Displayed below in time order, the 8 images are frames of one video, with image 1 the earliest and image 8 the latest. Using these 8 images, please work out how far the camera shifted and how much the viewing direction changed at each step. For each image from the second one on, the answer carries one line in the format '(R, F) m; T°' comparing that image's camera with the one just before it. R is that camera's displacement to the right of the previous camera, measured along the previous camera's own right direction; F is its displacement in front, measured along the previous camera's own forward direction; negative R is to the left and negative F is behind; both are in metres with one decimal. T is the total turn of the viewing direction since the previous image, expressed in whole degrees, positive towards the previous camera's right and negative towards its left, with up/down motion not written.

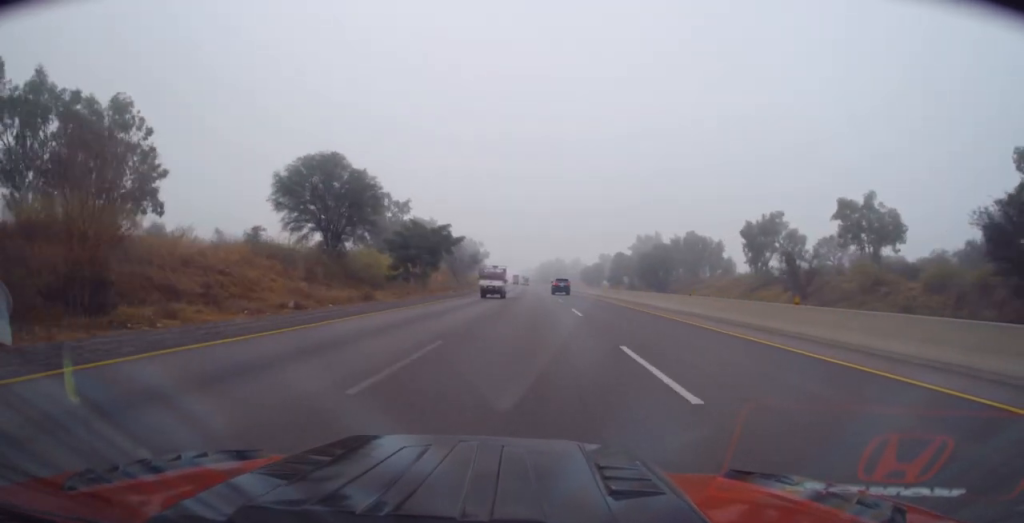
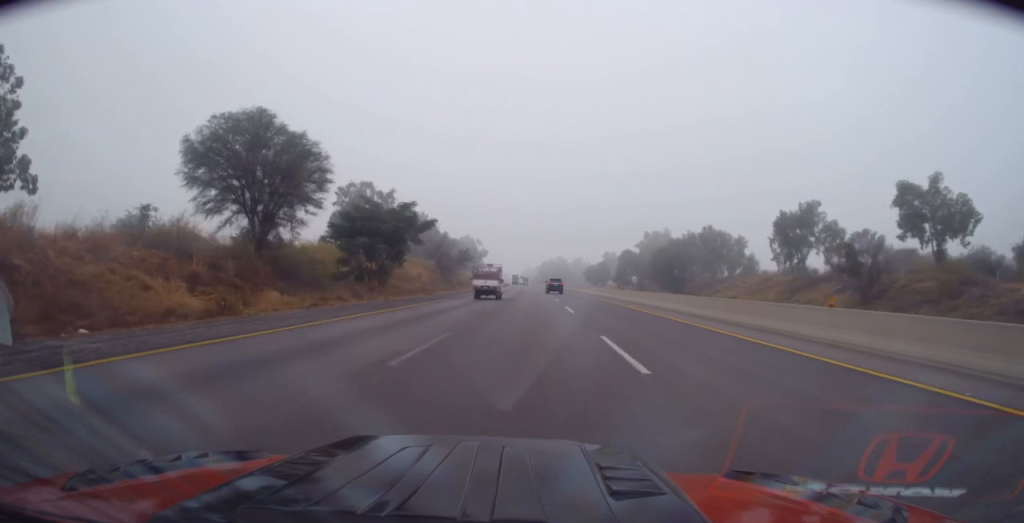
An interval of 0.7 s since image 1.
(-0.1, +15.6) m; 0°
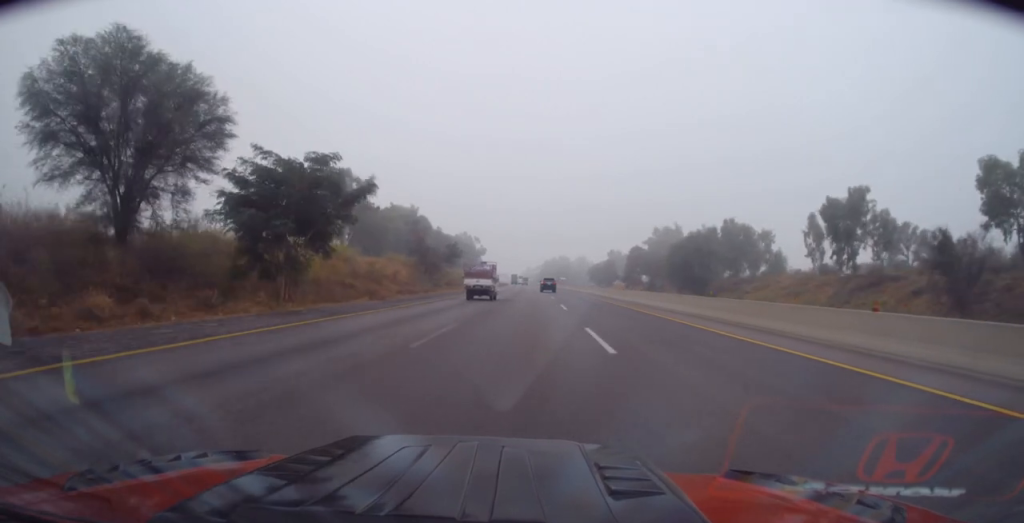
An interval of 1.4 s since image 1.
(+0.5, +15.6) m; +1°
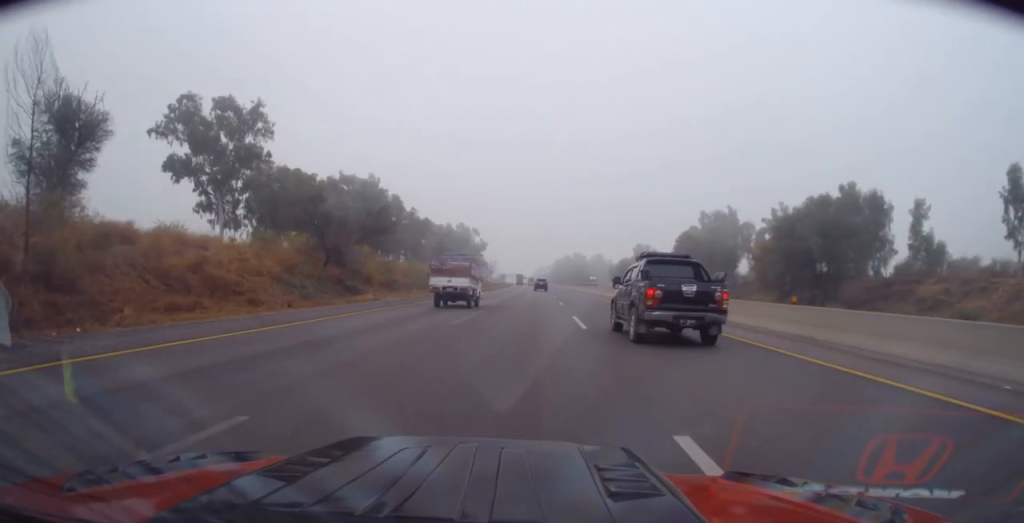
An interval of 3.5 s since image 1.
(-1.0, +47.9) m; -2°
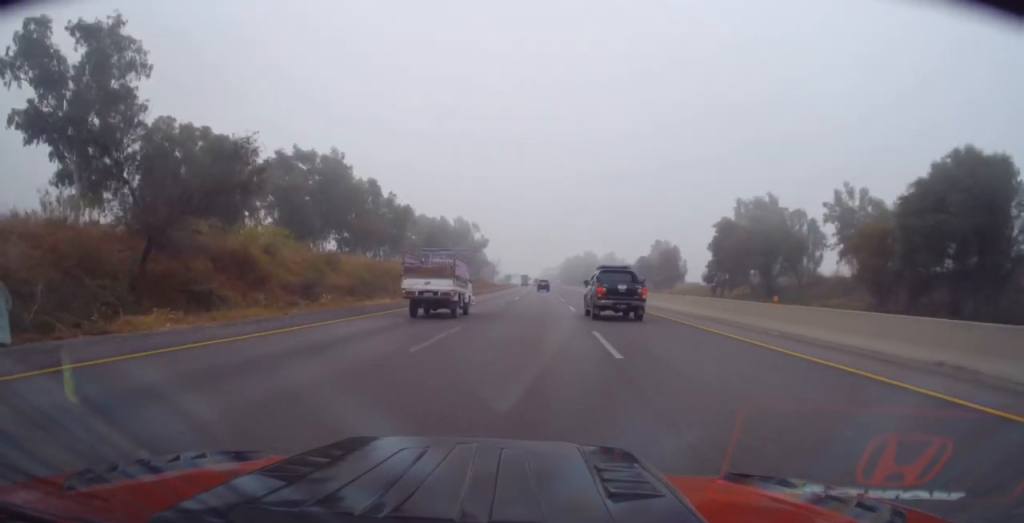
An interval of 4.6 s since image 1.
(-0.3, +24.2) m; 0°
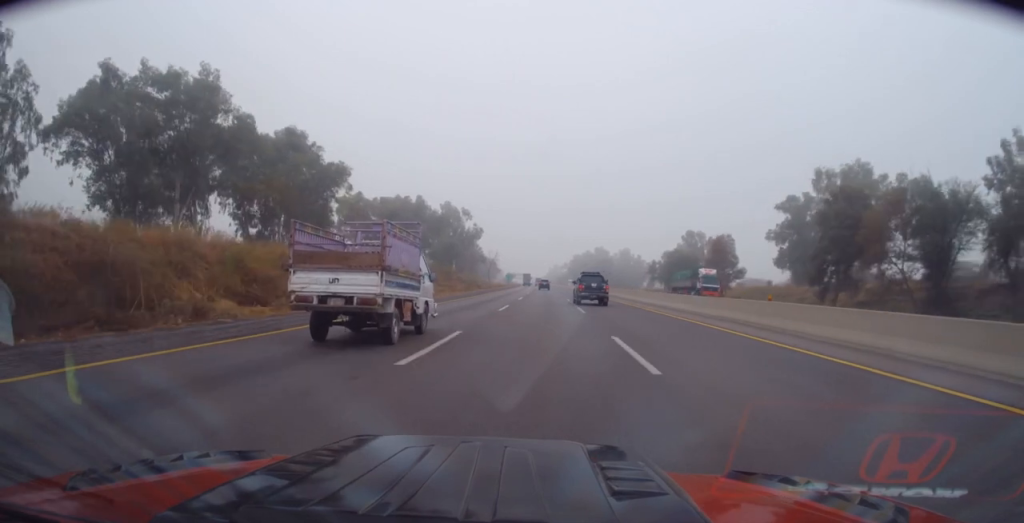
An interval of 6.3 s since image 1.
(-0.1, +37.9) m; 0°
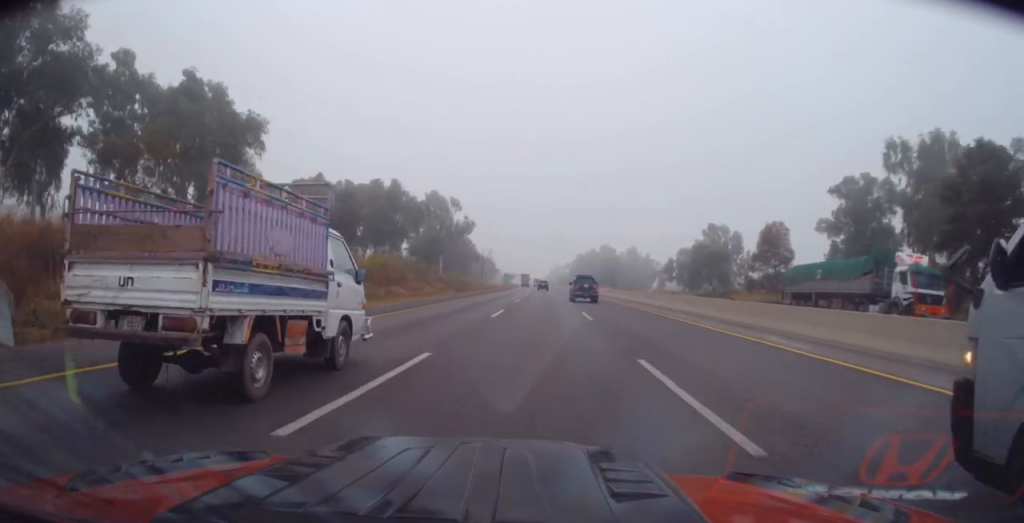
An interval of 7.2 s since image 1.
(+0.2, +22.1) m; 0°
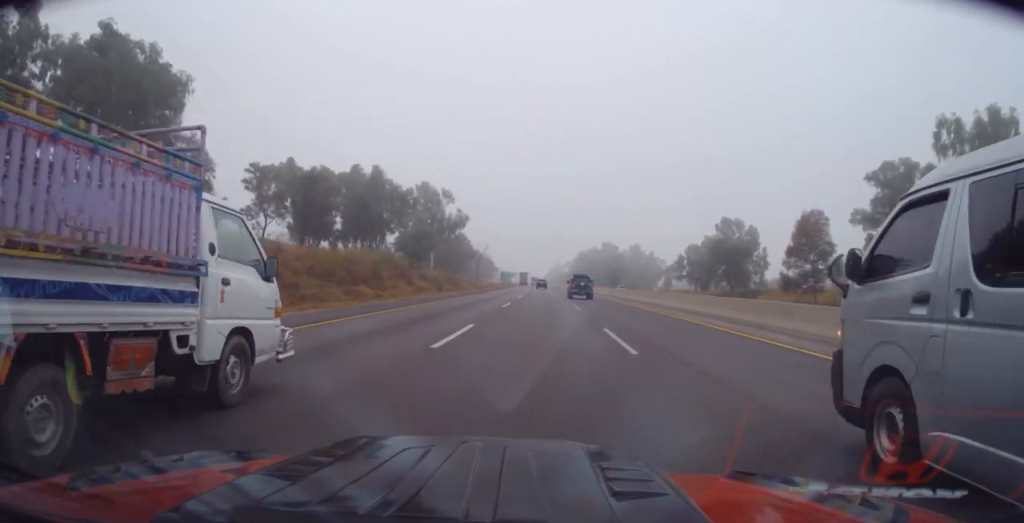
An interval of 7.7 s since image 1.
(-0.1, +11.5) m; 0°
